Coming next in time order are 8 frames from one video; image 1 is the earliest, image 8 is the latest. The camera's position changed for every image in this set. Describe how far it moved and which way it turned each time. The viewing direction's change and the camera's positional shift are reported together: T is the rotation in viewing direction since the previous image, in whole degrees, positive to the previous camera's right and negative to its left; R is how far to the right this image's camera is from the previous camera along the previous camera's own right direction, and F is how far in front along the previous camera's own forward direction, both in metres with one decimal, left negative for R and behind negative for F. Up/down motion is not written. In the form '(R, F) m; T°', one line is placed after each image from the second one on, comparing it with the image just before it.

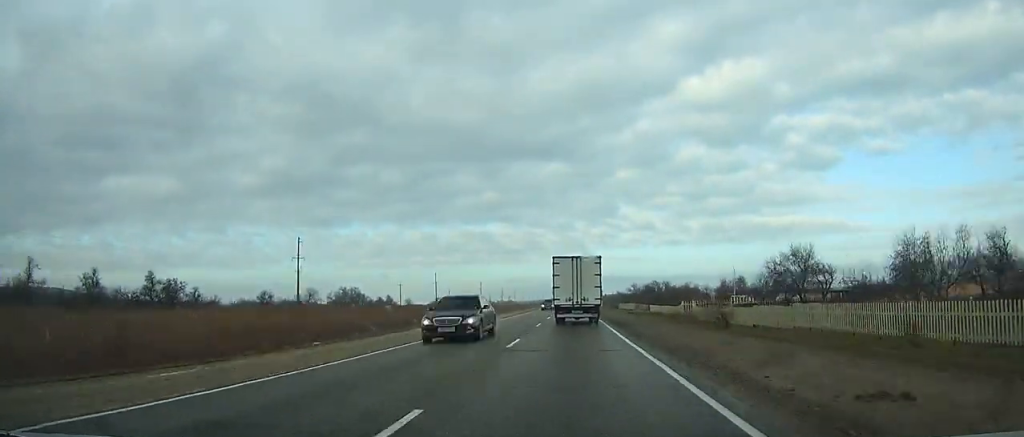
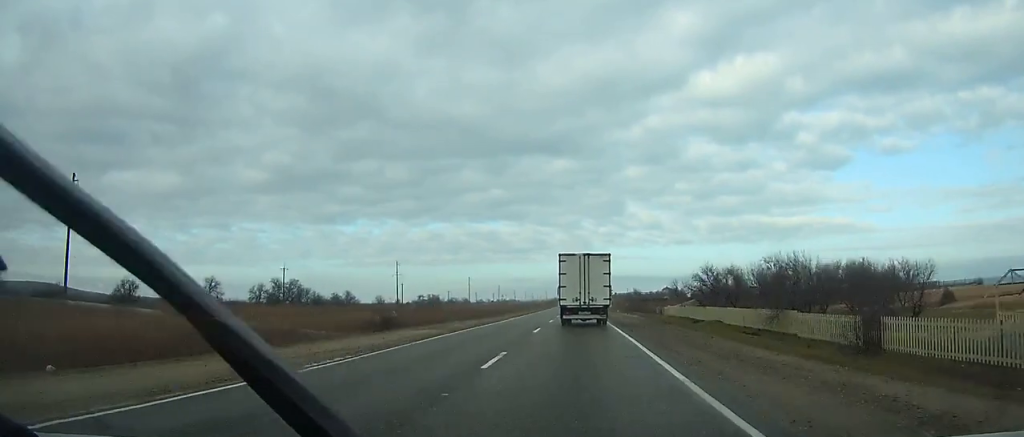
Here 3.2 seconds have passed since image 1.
(-0.3, +76.1) m; 0°
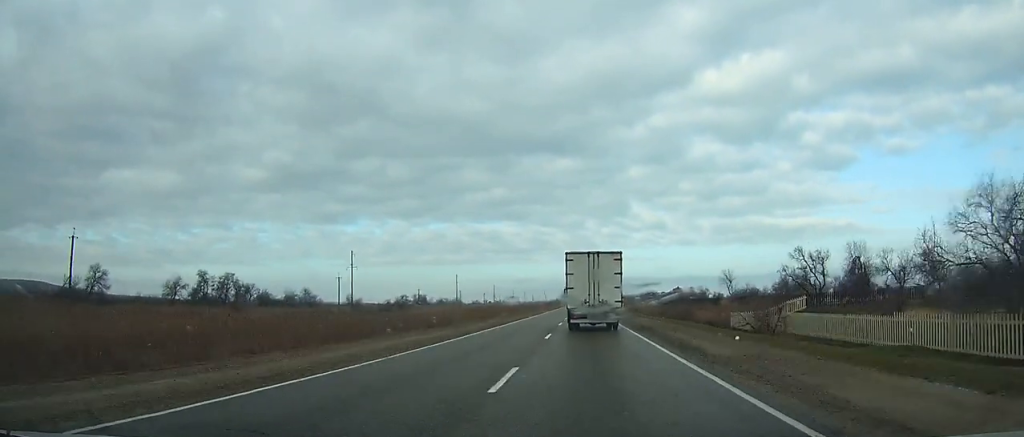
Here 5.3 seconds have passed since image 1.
(-0.1, +50.0) m; 0°
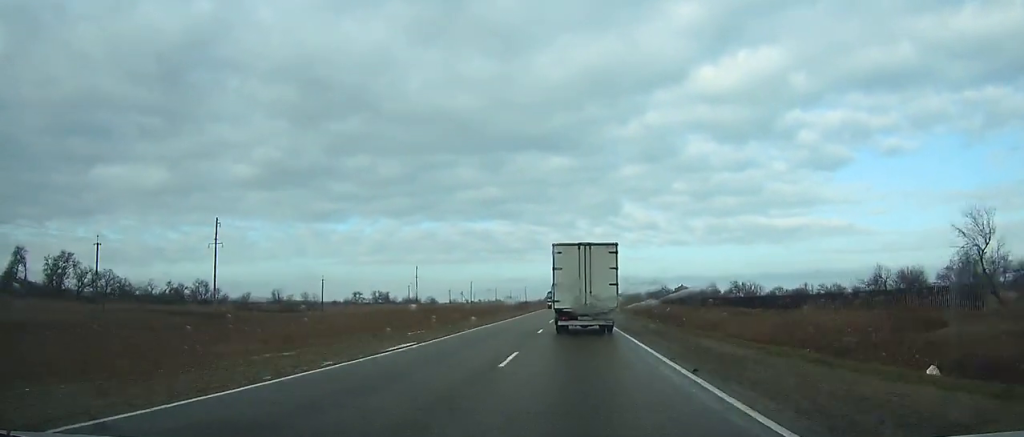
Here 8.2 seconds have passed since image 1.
(+0.1, +68.6) m; 0°
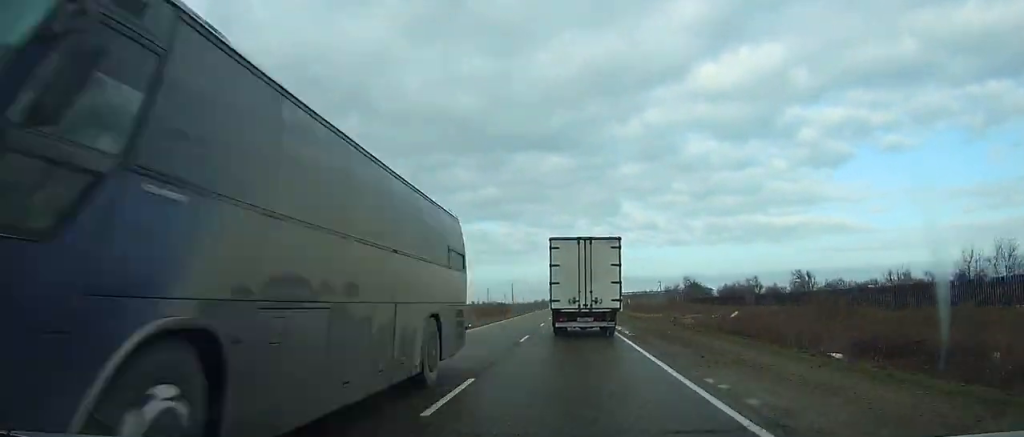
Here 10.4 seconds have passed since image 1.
(+0.2, +51.7) m; 0°
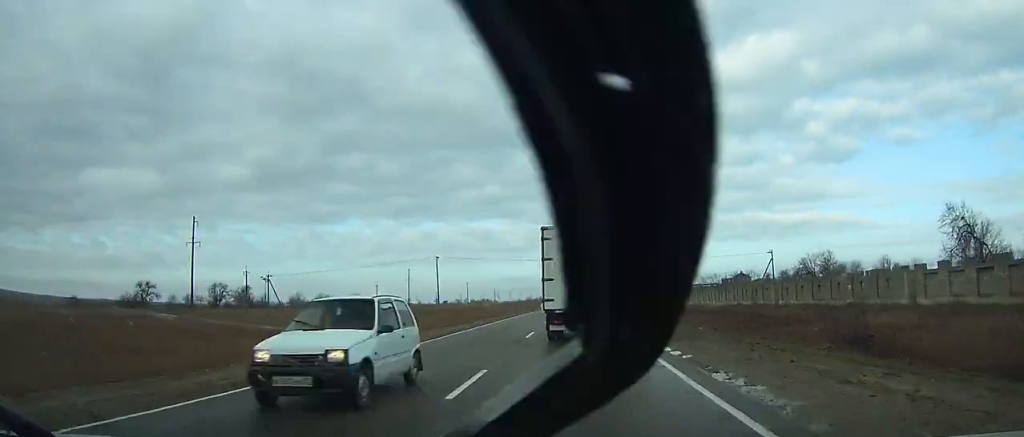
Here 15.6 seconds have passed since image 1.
(+0.1, +119.6) m; 0°
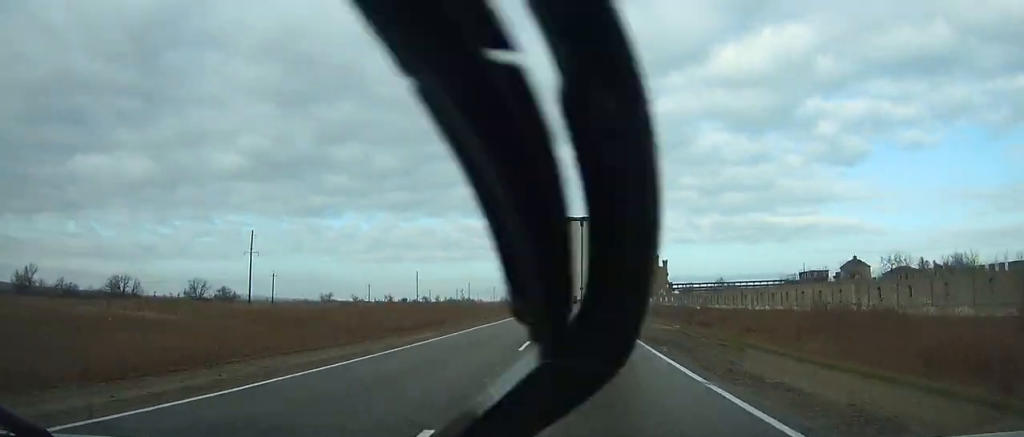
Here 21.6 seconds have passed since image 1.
(-0.2, +134.4) m; 0°
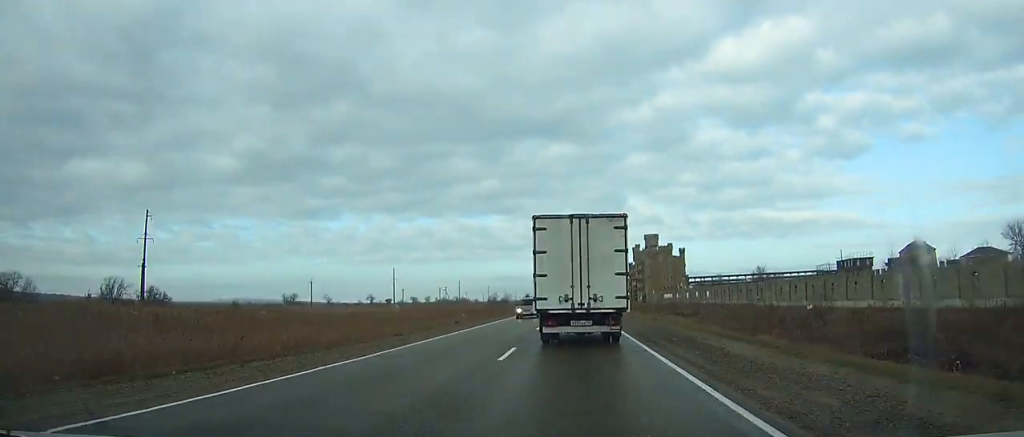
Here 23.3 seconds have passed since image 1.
(+0.1, +37.3) m; -2°
